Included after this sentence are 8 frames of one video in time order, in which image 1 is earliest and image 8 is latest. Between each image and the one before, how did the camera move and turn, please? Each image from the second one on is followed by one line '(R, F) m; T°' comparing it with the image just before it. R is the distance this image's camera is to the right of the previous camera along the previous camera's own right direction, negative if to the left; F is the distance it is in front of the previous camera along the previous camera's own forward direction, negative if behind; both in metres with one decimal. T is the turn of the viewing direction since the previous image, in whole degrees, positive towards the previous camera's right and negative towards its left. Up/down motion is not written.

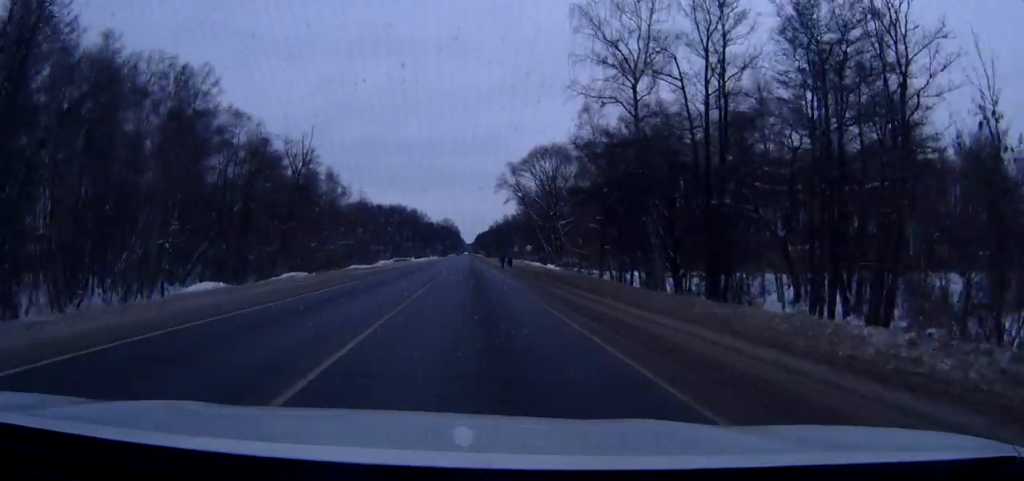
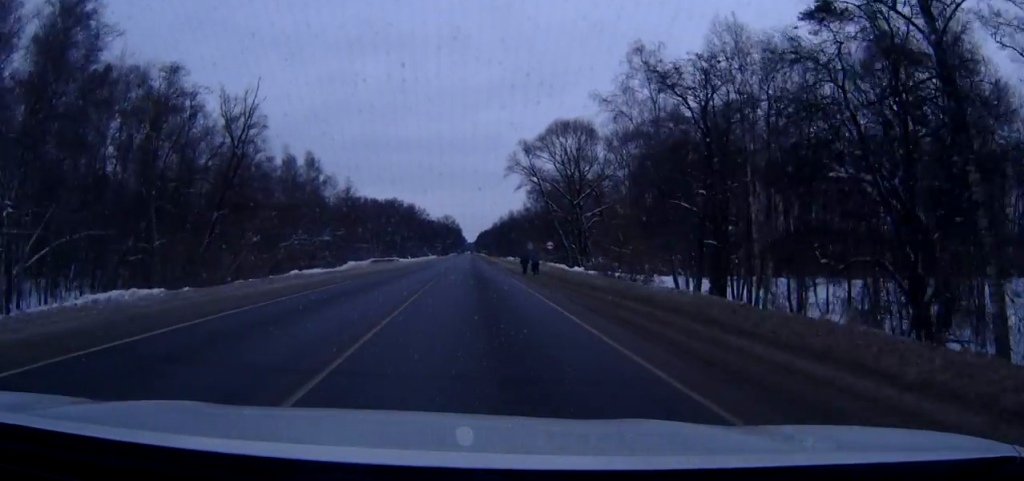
(0.0, +23.4) m; 0°
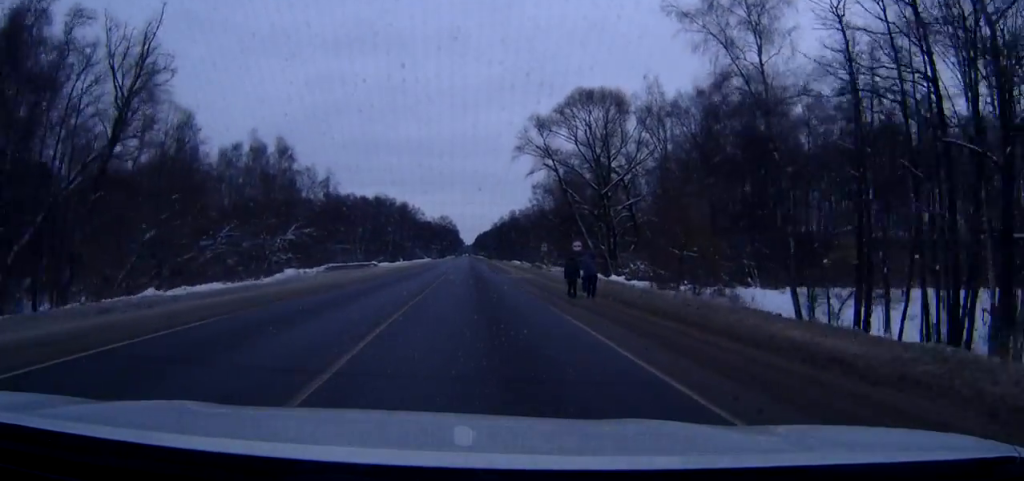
(+0.1, +20.7) m; 0°
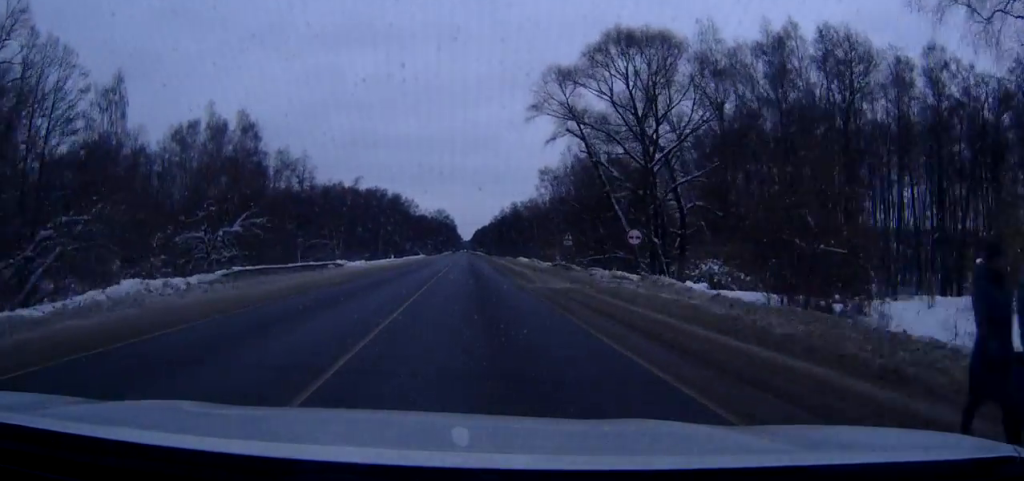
(-0.1, +20.0) m; 0°
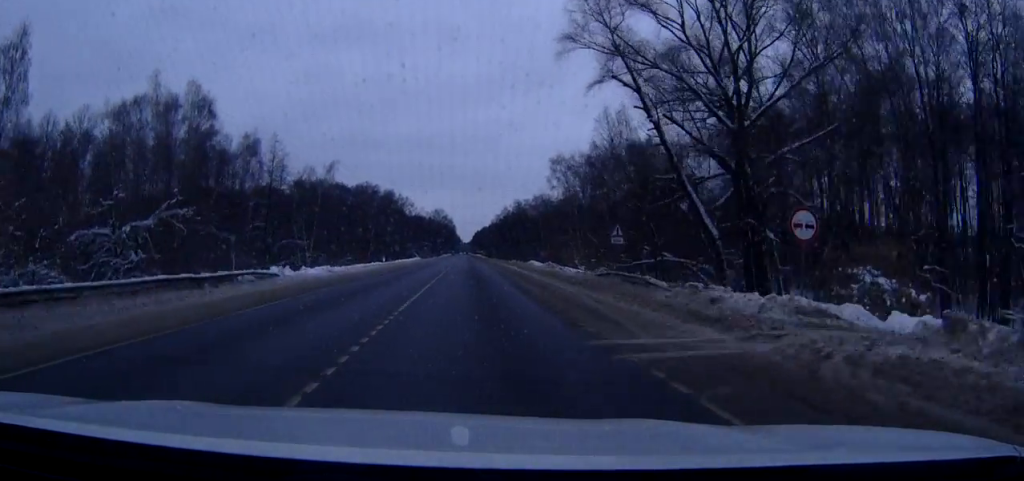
(0.0, +19.5) m; 0°
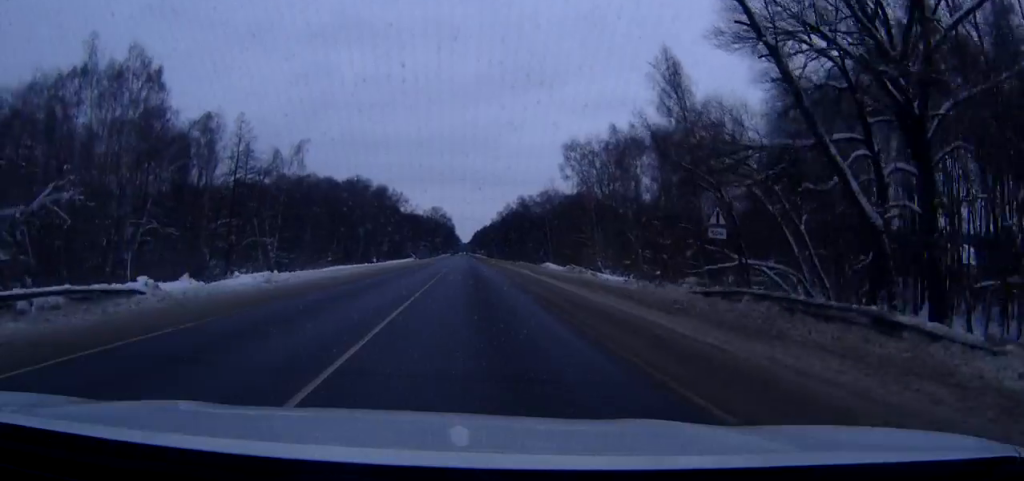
(+0.1, +16.4) m; +1°
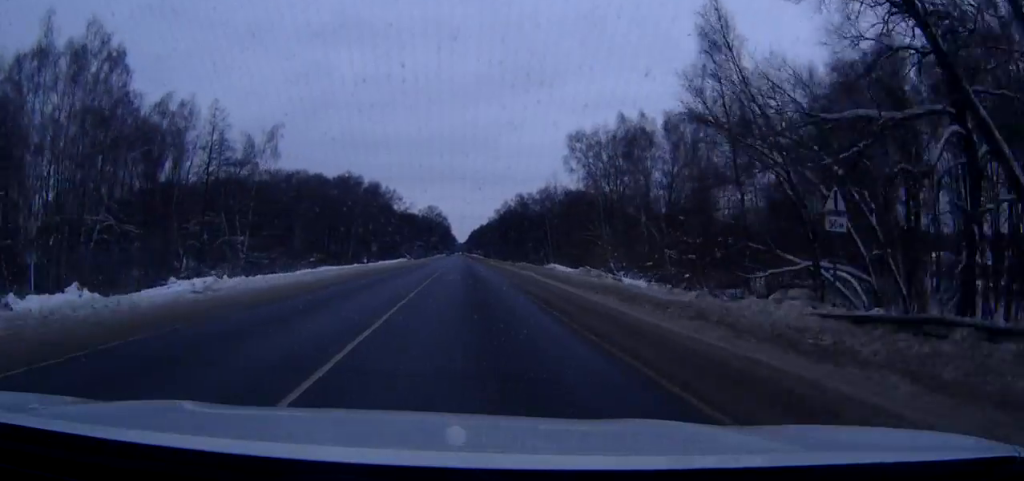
(0.0, +8.5) m; 0°
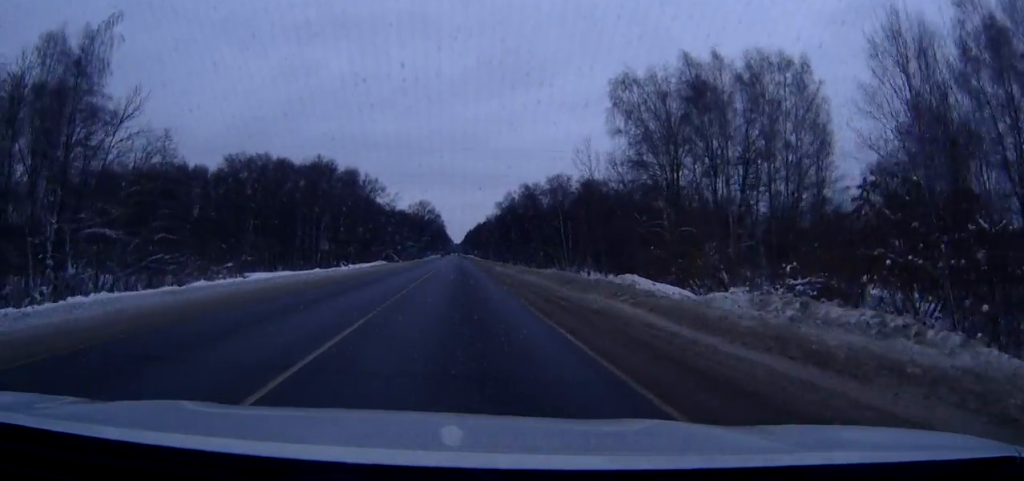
(+0.1, +30.6) m; 0°
